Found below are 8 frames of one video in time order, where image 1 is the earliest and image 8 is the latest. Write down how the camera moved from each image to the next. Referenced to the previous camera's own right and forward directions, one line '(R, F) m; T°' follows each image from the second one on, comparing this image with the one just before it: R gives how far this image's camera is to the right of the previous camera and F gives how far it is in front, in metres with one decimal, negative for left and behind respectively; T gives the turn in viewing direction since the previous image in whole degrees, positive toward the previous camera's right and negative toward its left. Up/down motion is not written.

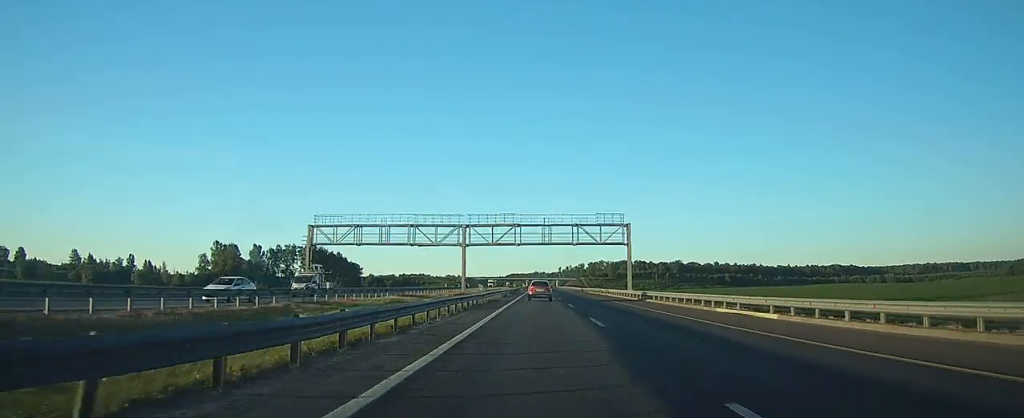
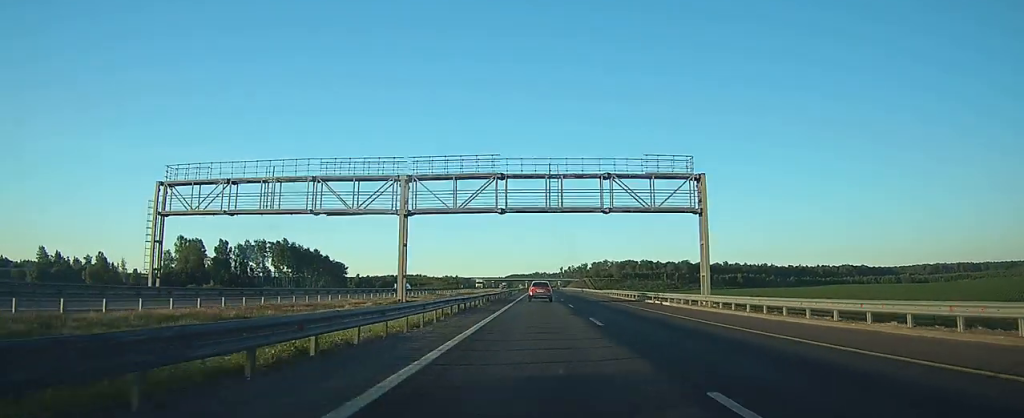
(0.0, +31.3) m; 0°
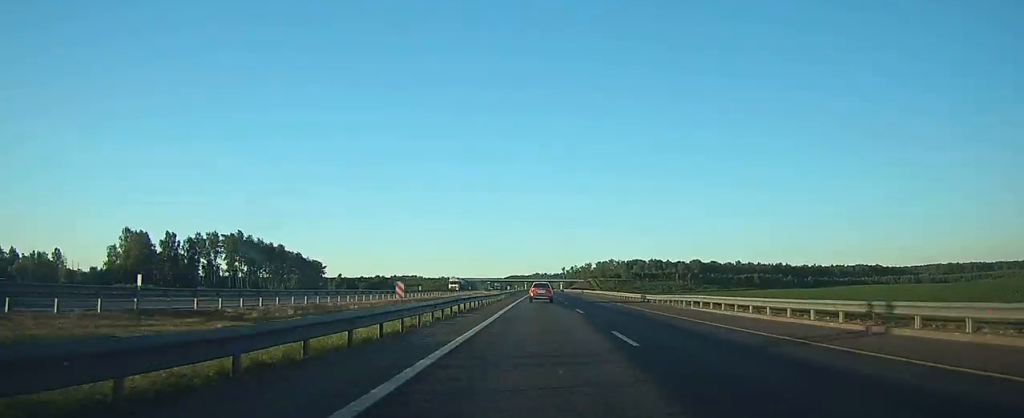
(0.0, +38.2) m; 0°
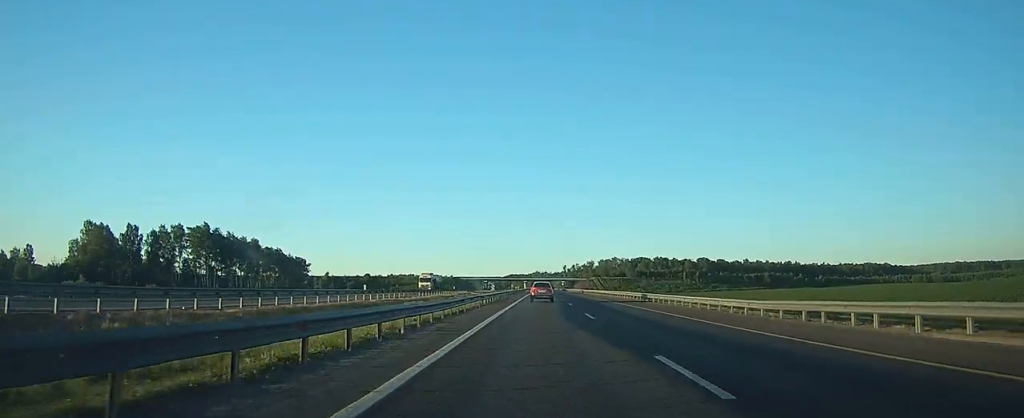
(0.0, +22.1) m; 0°
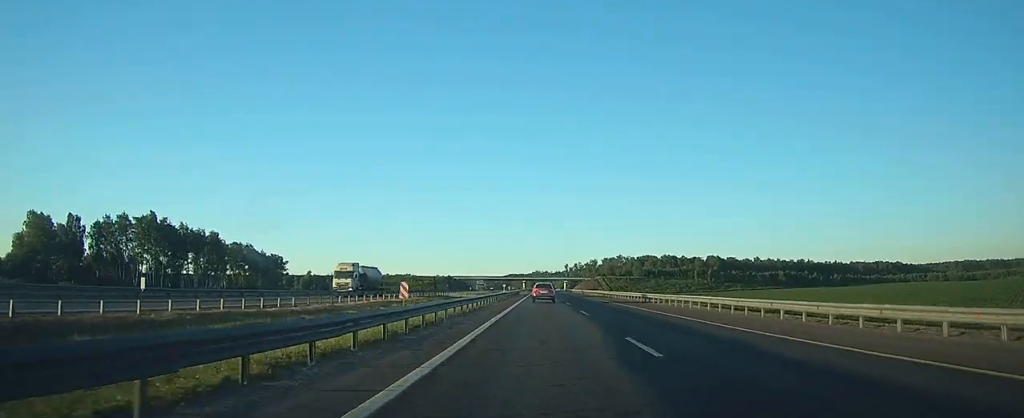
(0.0, +27.9) m; 0°
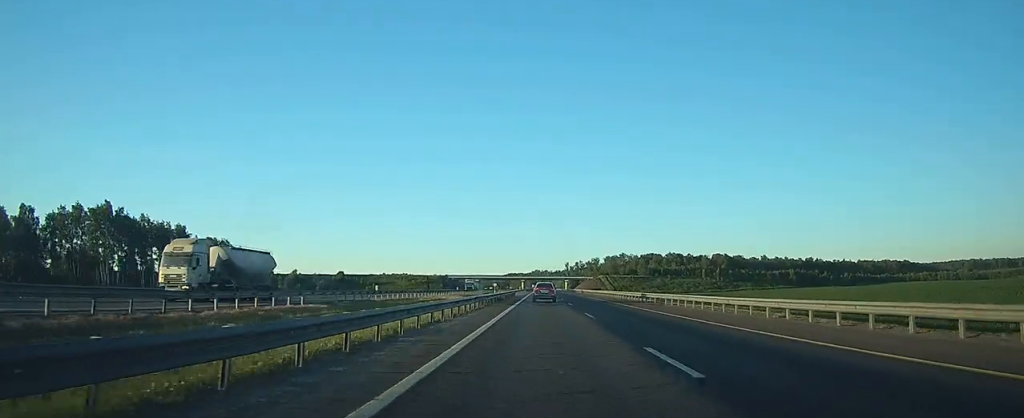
(0.0, +18.6) m; 0°
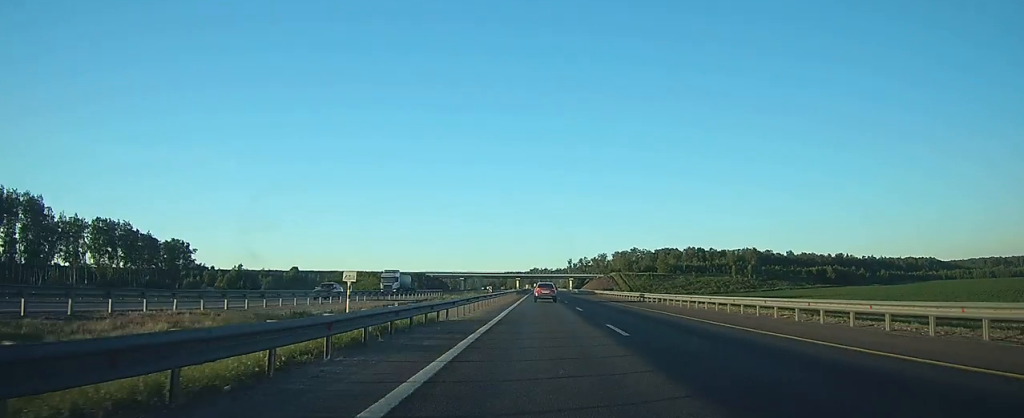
(0.0, +57.1) m; 0°
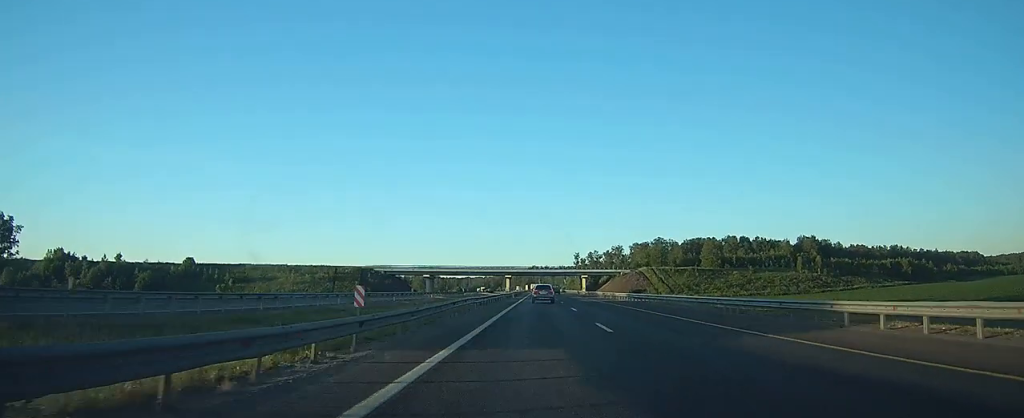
(+0.4, +78.0) m; 0°
